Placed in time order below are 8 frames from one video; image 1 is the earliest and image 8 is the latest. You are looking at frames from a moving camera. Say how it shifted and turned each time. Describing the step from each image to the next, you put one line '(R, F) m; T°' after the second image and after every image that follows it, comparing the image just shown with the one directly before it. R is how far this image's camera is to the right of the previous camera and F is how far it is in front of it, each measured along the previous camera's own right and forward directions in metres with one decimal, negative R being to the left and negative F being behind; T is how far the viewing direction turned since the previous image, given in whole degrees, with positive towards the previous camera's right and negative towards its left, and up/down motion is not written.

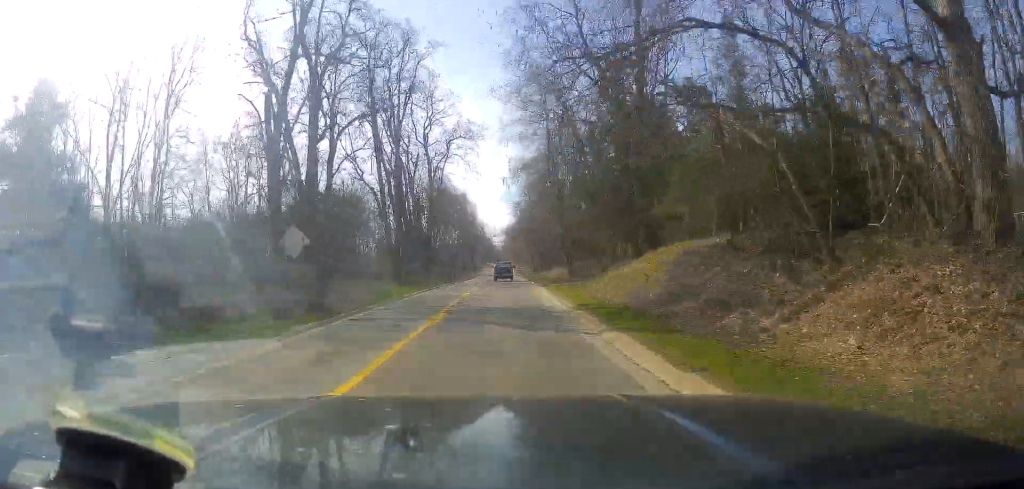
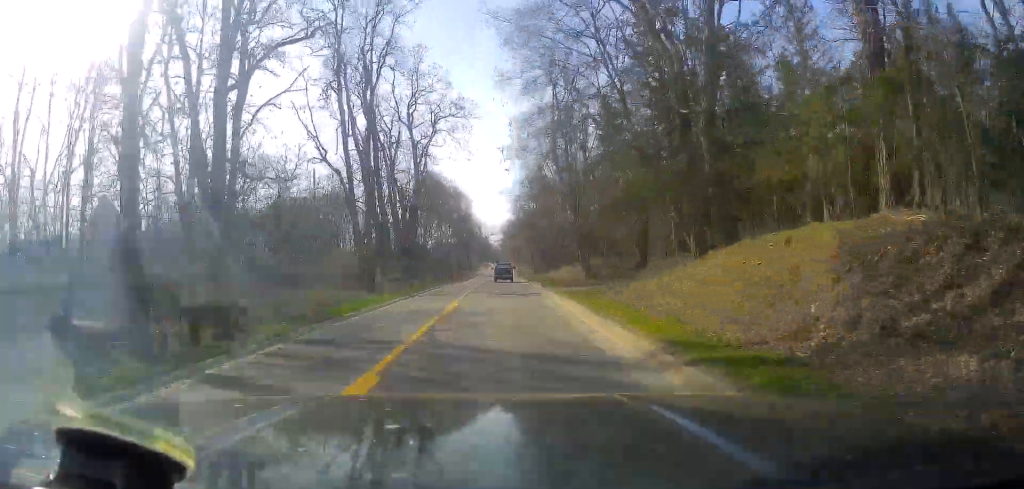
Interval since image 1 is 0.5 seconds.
(-0.2, +10.8) m; 0°
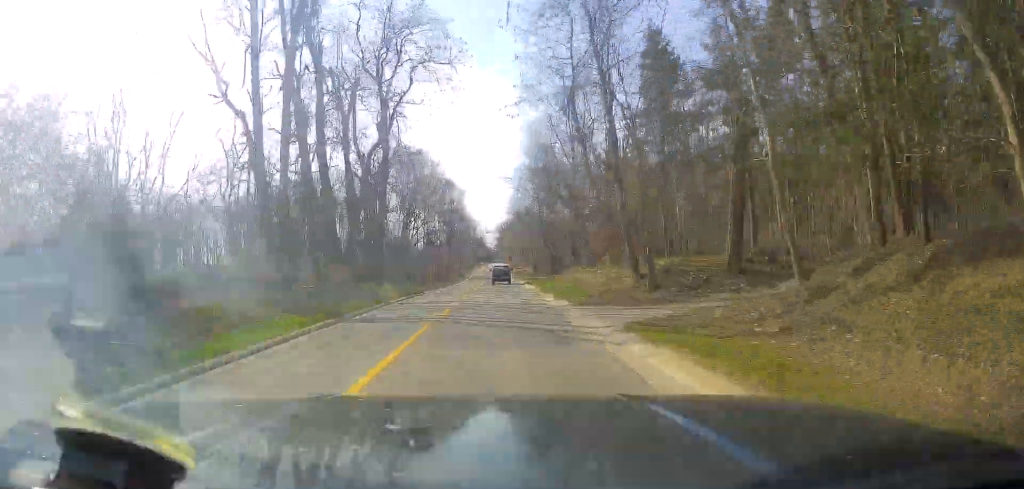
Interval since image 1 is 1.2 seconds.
(+0.2, +16.4) m; 0°
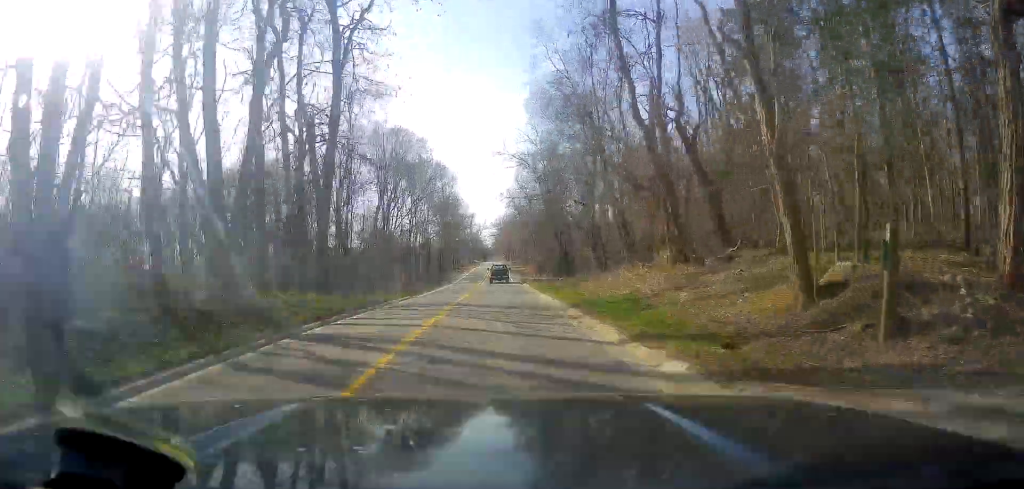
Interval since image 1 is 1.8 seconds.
(+0.2, +15.0) m; 0°
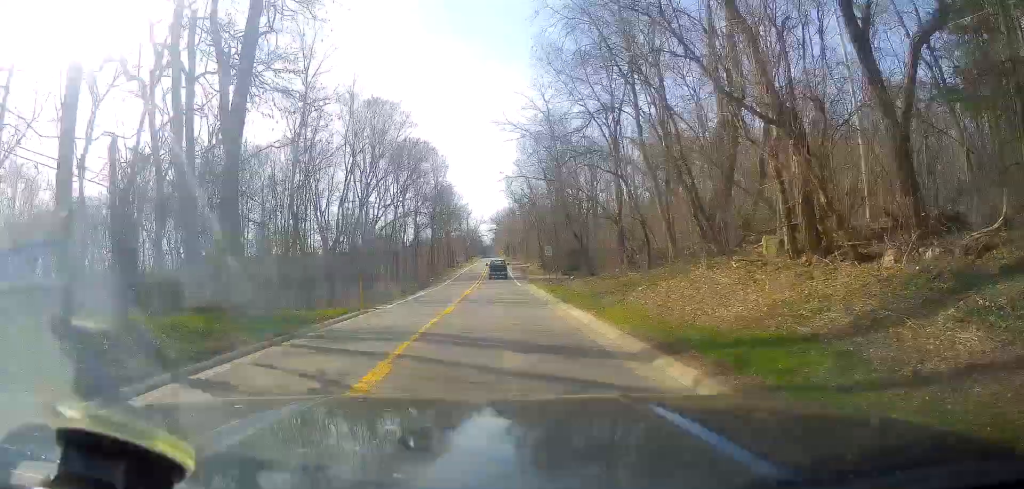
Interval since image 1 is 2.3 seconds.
(-0.2, +12.0) m; 0°
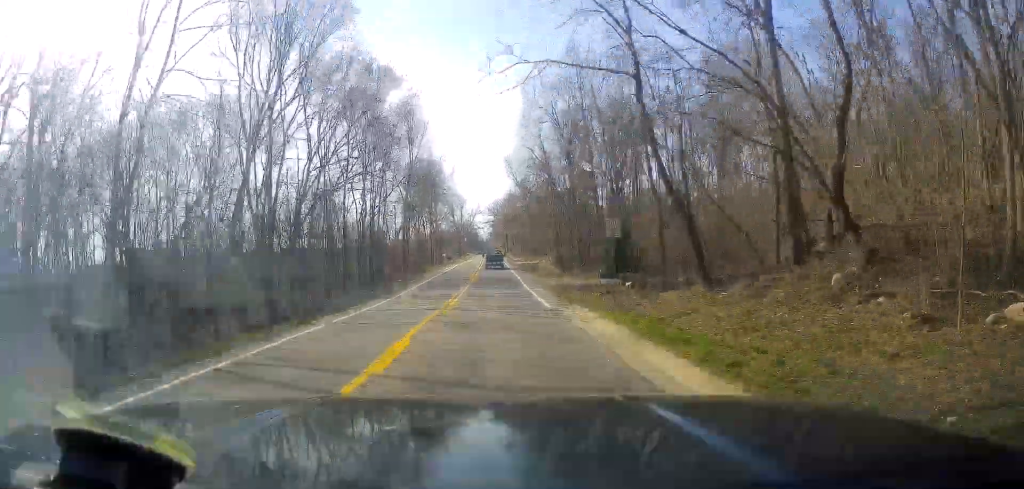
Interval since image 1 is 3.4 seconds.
(+0.3, +27.1) m; +1°
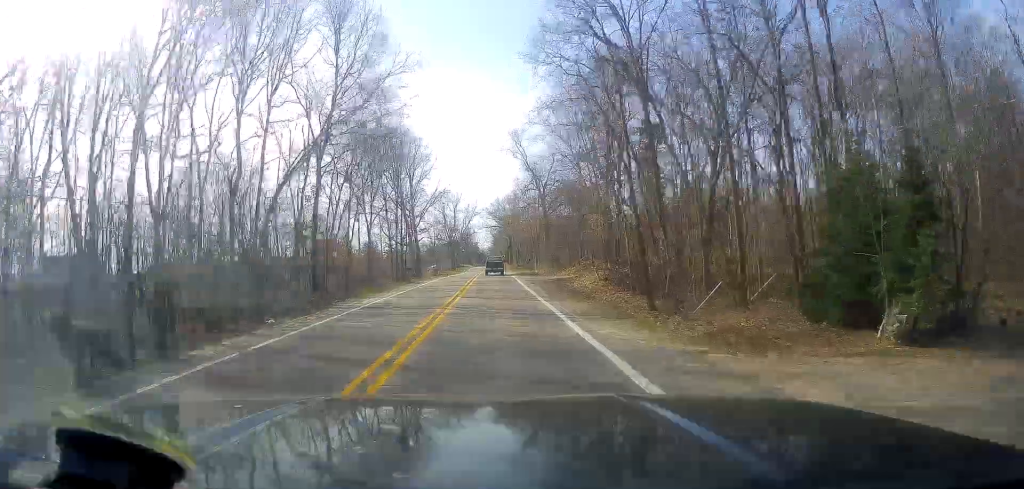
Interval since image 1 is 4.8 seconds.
(-0.1, +34.3) m; 0°
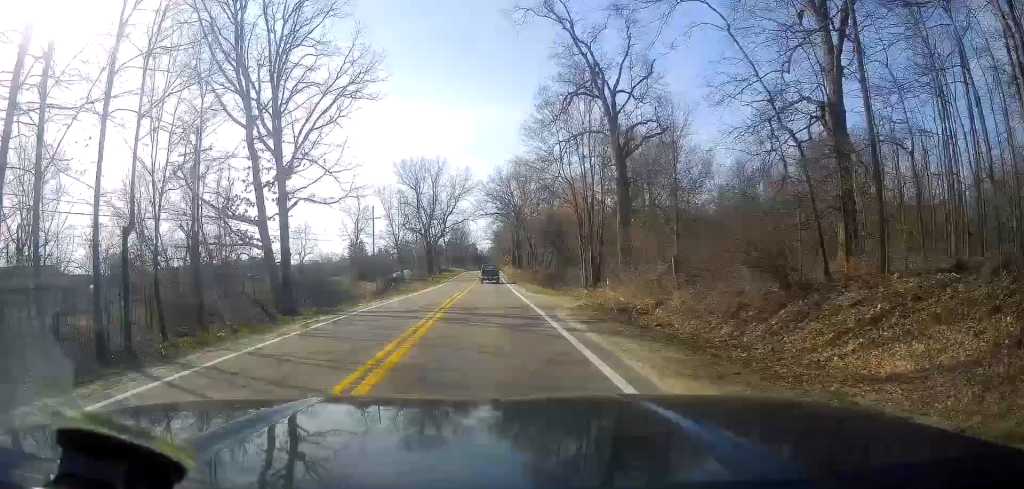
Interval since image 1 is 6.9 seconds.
(+0.8, +53.1) m; +1°
